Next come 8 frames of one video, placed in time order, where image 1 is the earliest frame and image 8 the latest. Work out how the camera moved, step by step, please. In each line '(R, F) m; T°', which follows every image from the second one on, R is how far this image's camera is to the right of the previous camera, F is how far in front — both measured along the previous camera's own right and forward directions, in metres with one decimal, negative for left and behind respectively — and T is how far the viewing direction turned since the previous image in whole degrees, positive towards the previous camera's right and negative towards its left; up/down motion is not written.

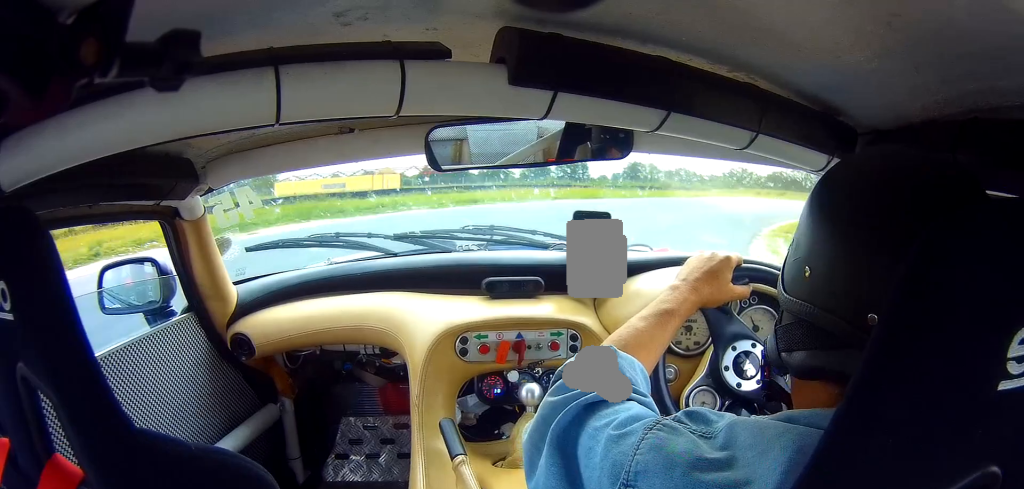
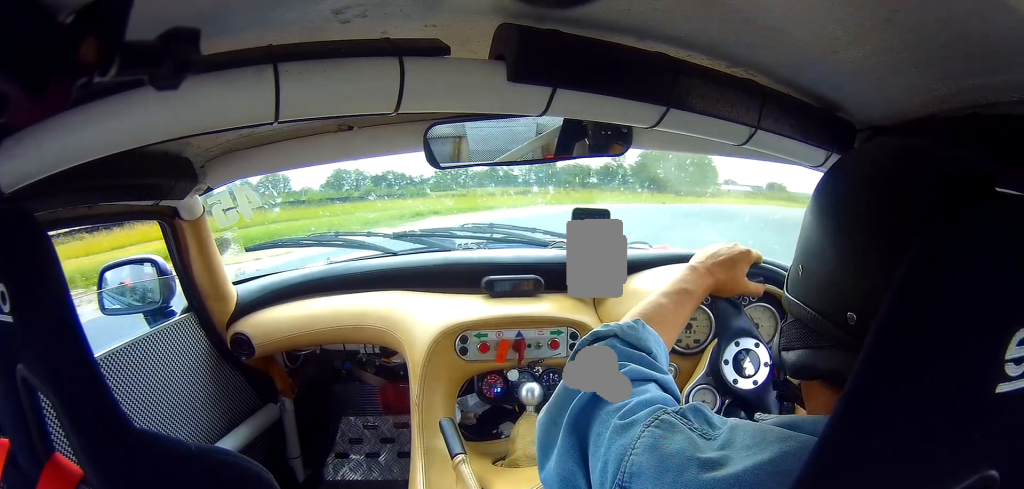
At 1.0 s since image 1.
(+4.4, +21.9) m; +26°
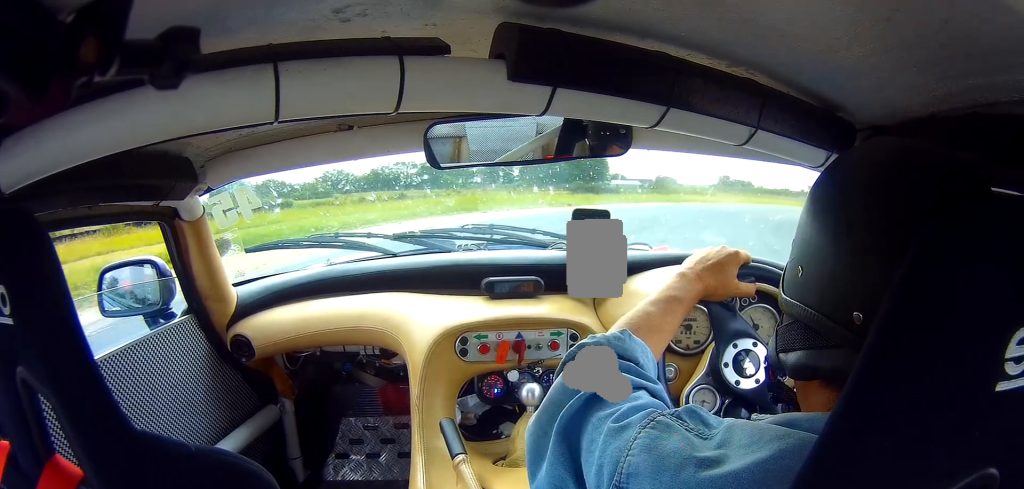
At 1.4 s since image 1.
(+2.1, +8.2) m; +11°
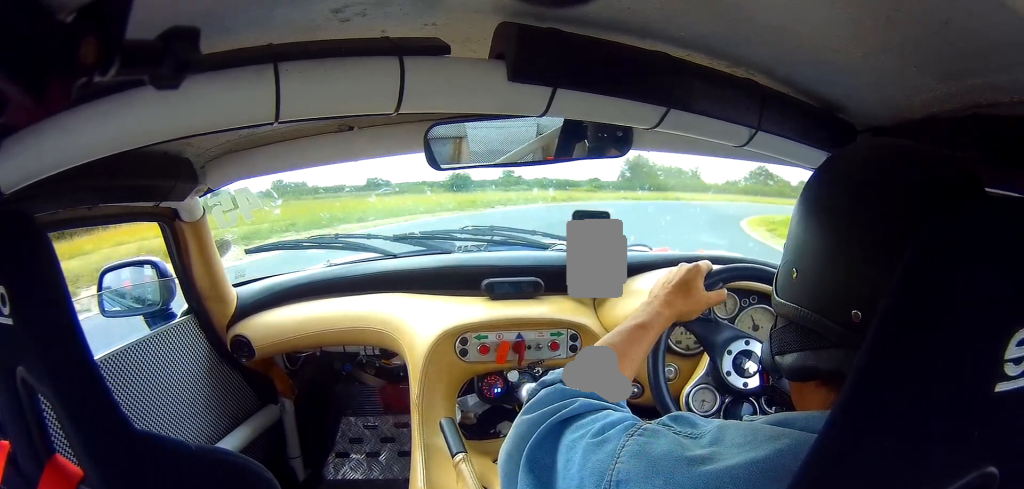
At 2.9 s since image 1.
(+10.4, +29.1) m; +42°
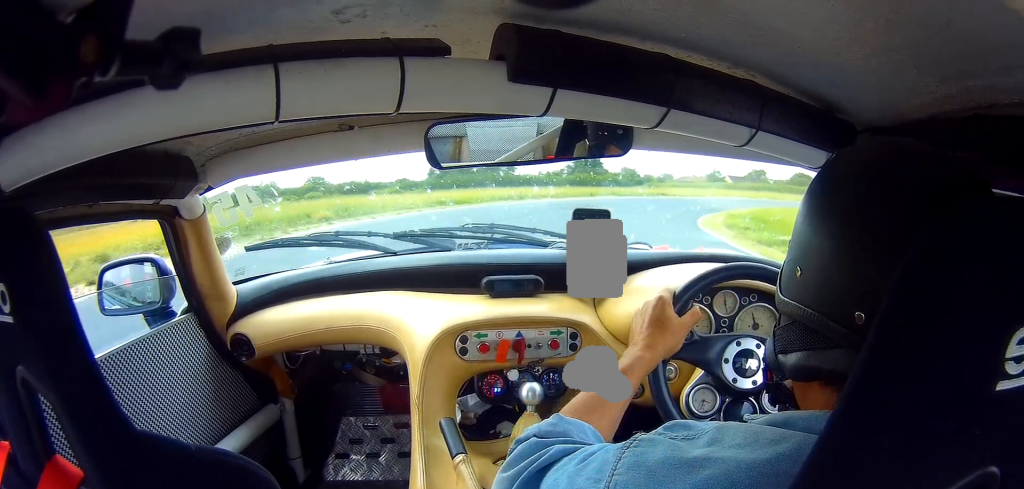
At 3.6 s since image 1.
(+3.4, +15.4) m; +15°
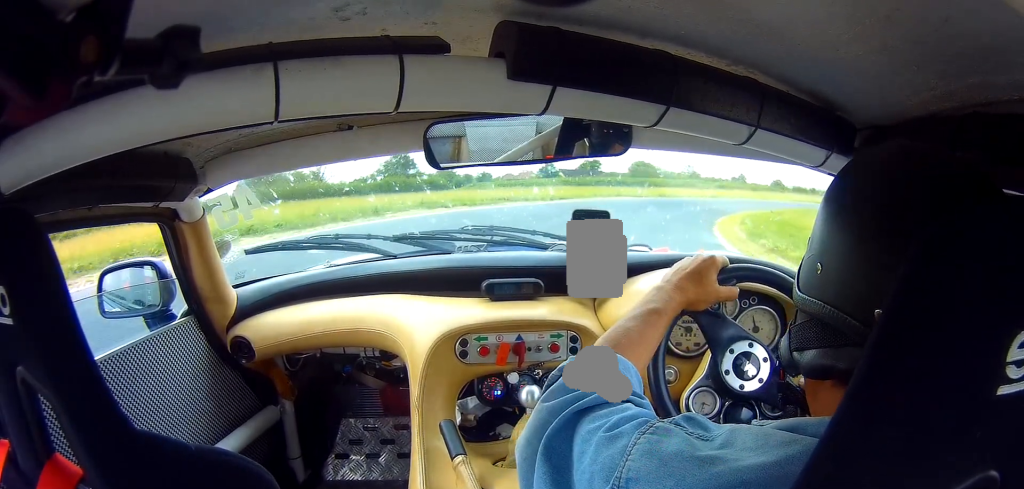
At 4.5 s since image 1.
(+3.0, +19.7) m; +15°
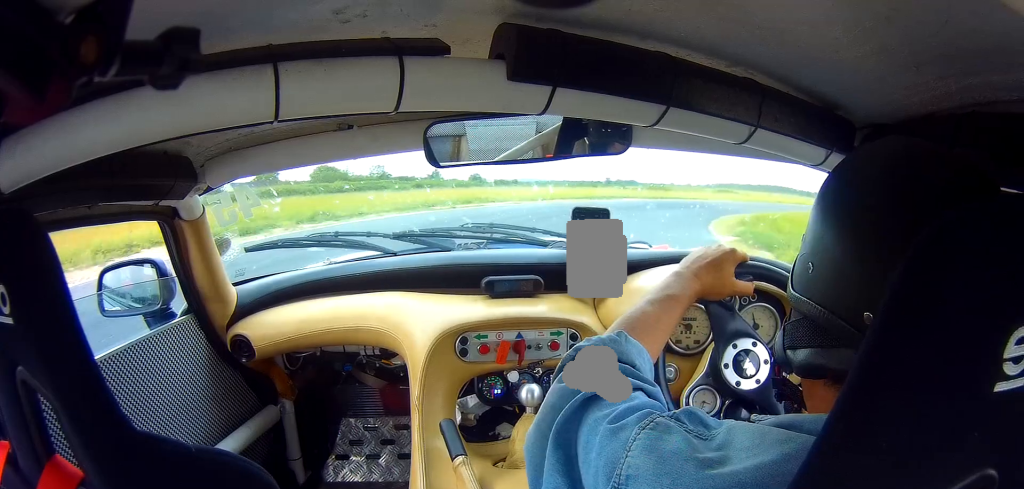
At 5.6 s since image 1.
(+4.2, +28.2) m; +20°
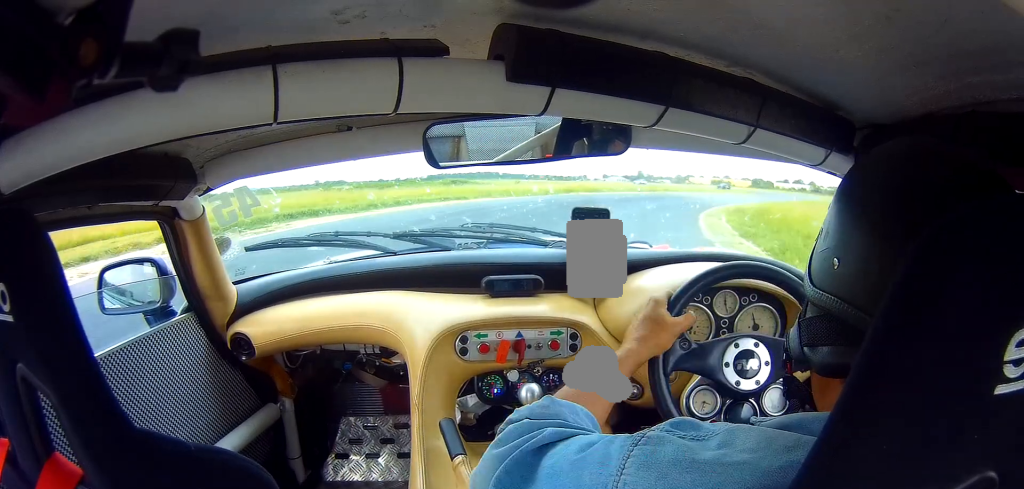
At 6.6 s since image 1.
(+4.1, +22.0) m; +25°
